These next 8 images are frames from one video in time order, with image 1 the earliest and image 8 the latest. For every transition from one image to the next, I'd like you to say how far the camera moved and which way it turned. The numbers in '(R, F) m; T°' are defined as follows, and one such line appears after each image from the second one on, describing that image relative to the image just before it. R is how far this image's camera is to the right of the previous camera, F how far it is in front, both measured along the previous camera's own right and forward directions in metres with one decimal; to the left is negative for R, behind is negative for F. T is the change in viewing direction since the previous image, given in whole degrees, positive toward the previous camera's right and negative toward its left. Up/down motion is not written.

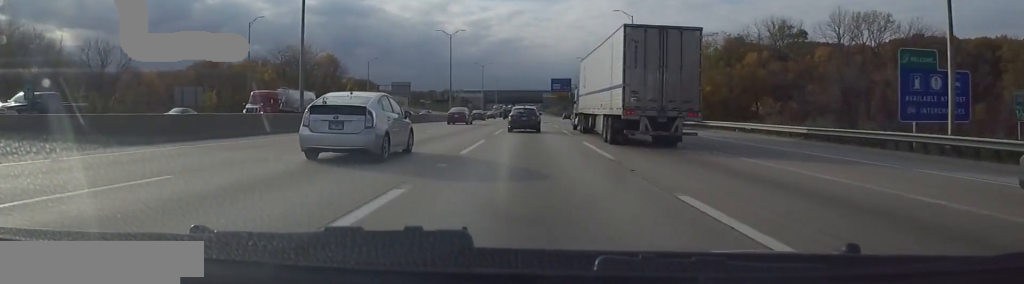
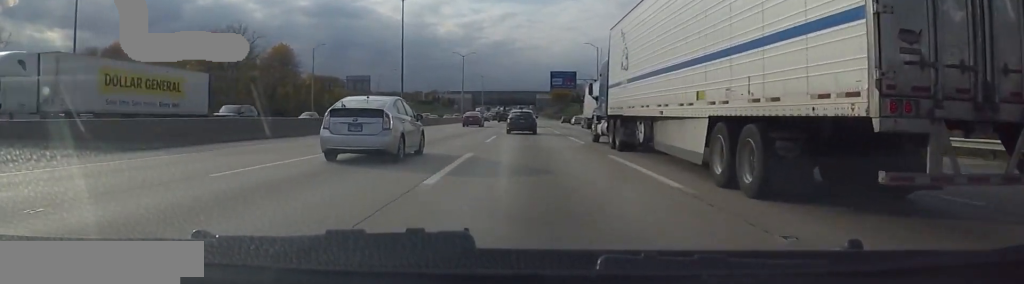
(-0.2, +37.9) m; -1°
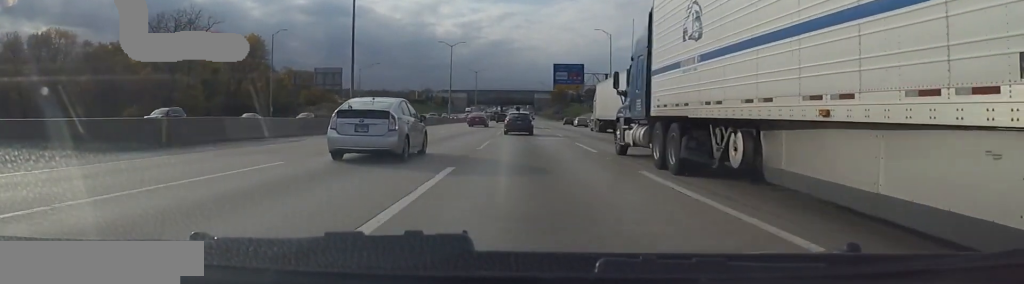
(-0.2, +20.0) m; -1°
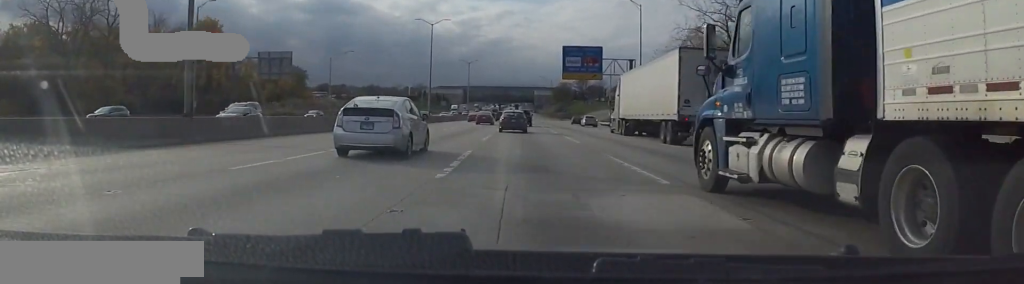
(-0.3, +25.0) m; 0°
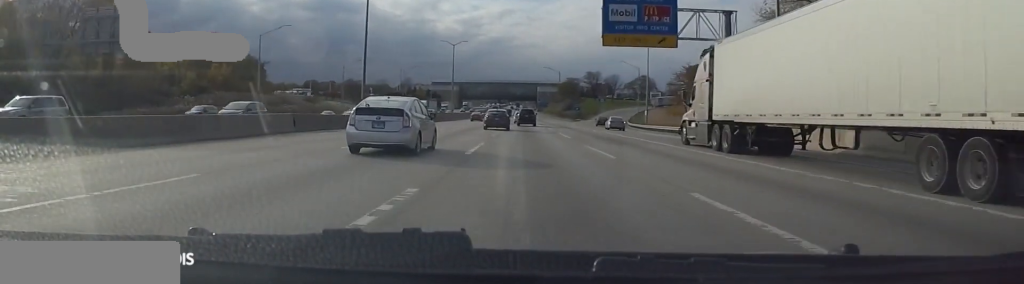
(+0.4, +38.8) m; +2°
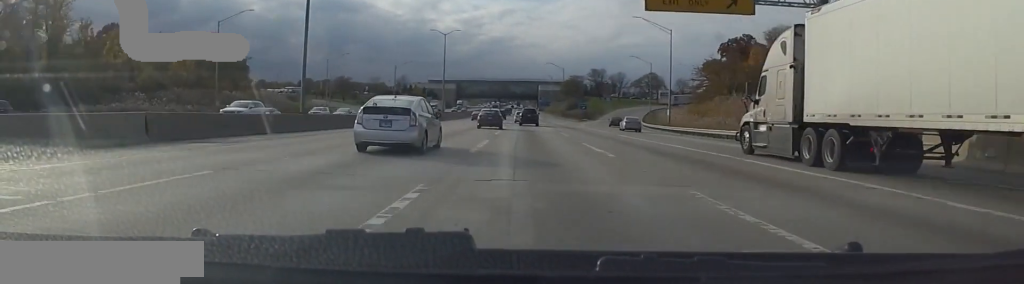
(+0.2, +14.8) m; +1°
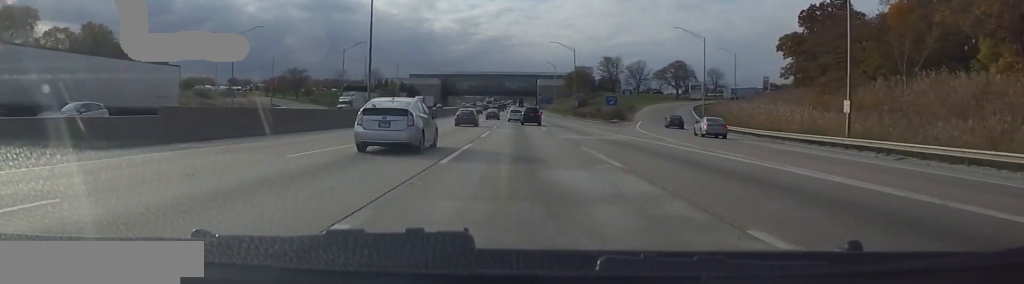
(-0.8, +49.8) m; -1°
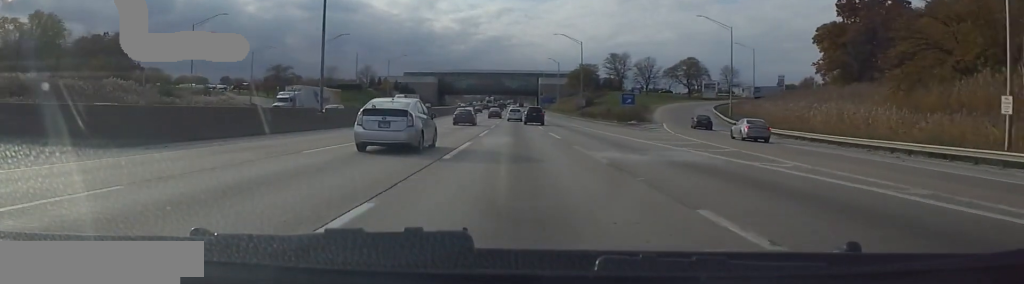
(-0.1, +14.1) m; 0°
